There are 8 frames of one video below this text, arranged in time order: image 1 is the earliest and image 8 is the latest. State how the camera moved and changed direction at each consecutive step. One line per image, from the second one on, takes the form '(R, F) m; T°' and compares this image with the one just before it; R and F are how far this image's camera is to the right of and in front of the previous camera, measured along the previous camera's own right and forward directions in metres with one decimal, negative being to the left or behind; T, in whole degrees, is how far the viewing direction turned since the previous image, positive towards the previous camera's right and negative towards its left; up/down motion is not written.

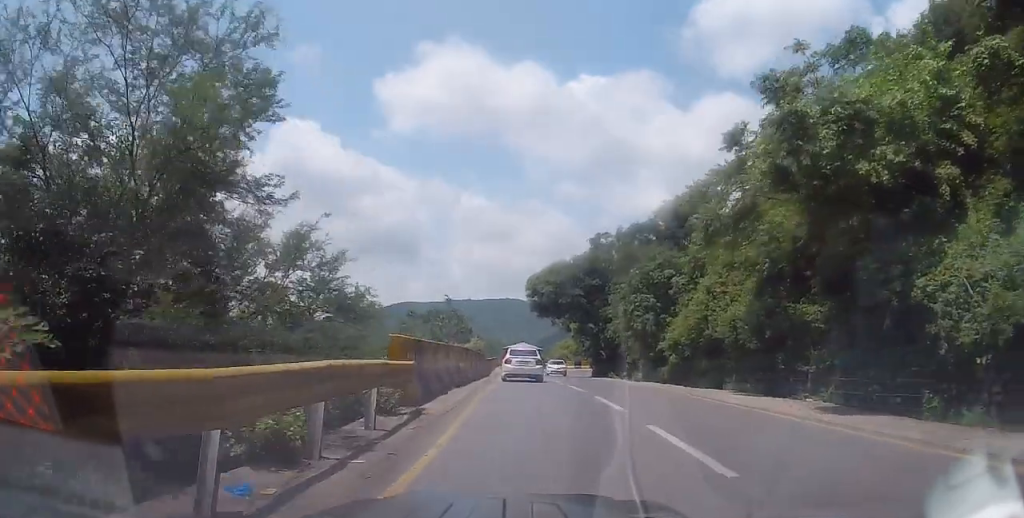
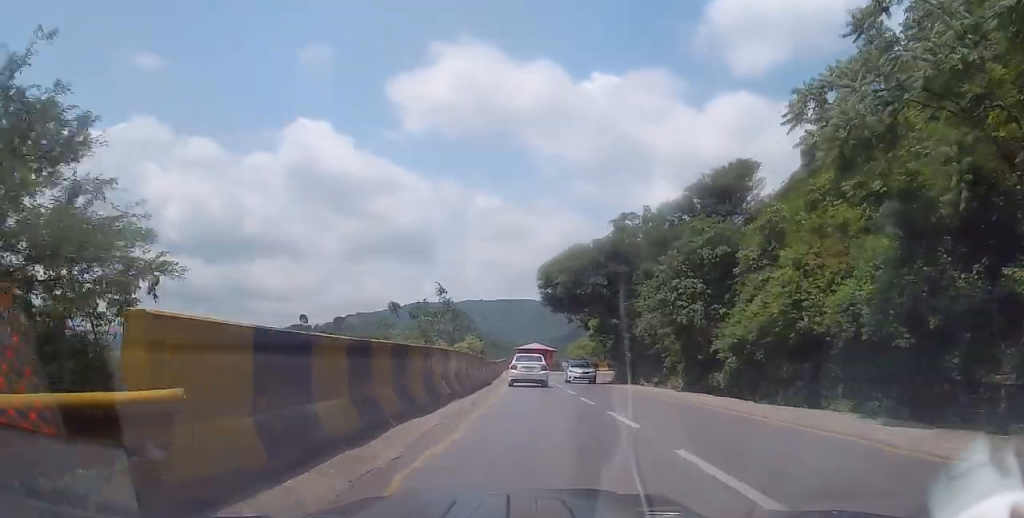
(+0.2, +8.2) m; +1°
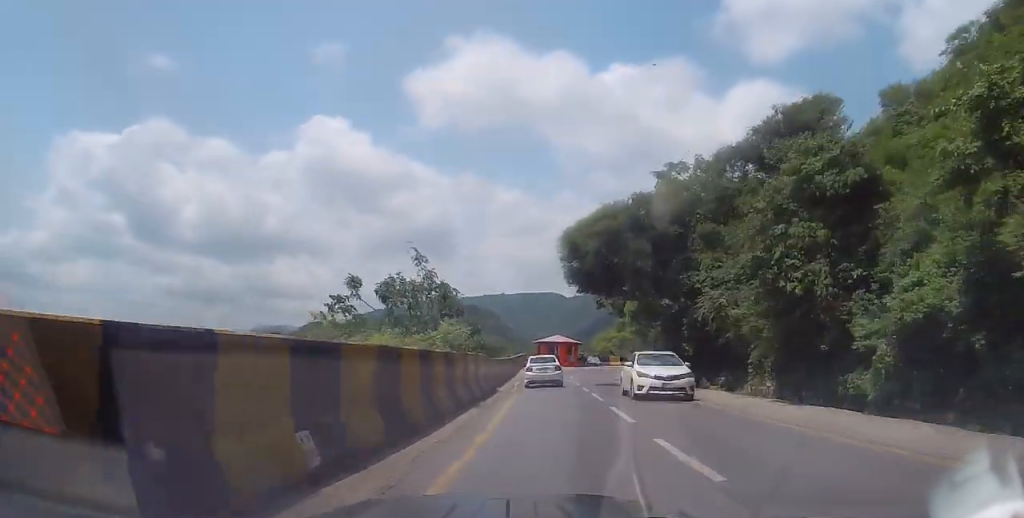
(0.0, +10.4) m; 0°
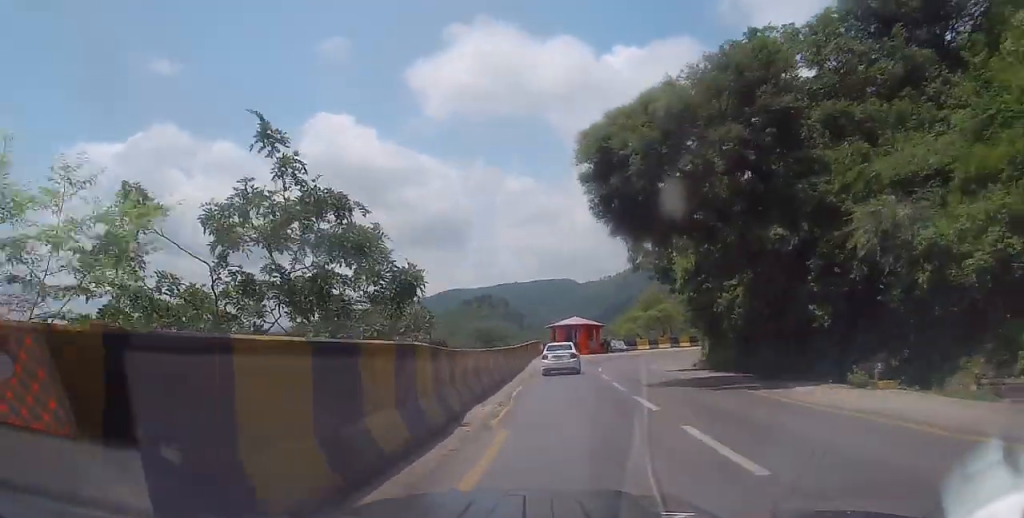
(-0.1, +12.8) m; -3°
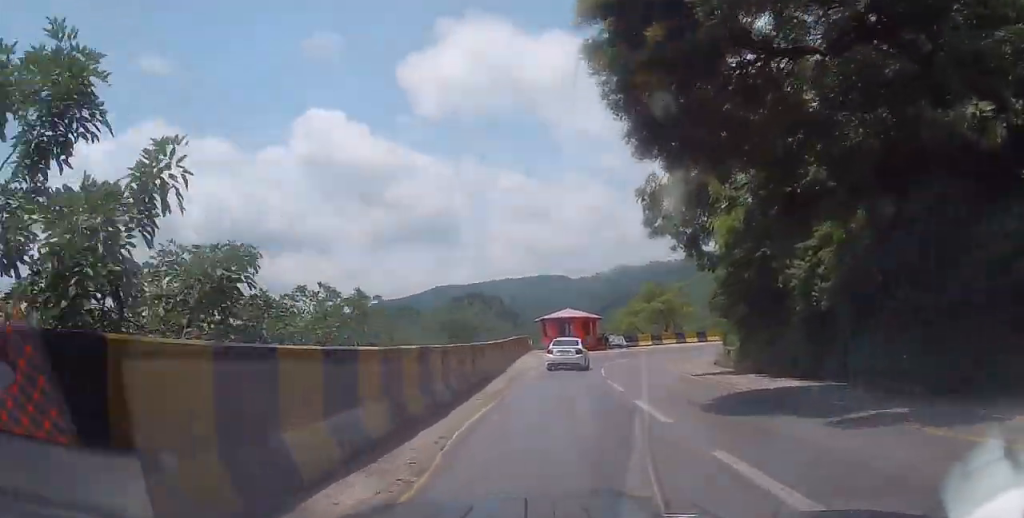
(-0.4, +8.2) m; 0°
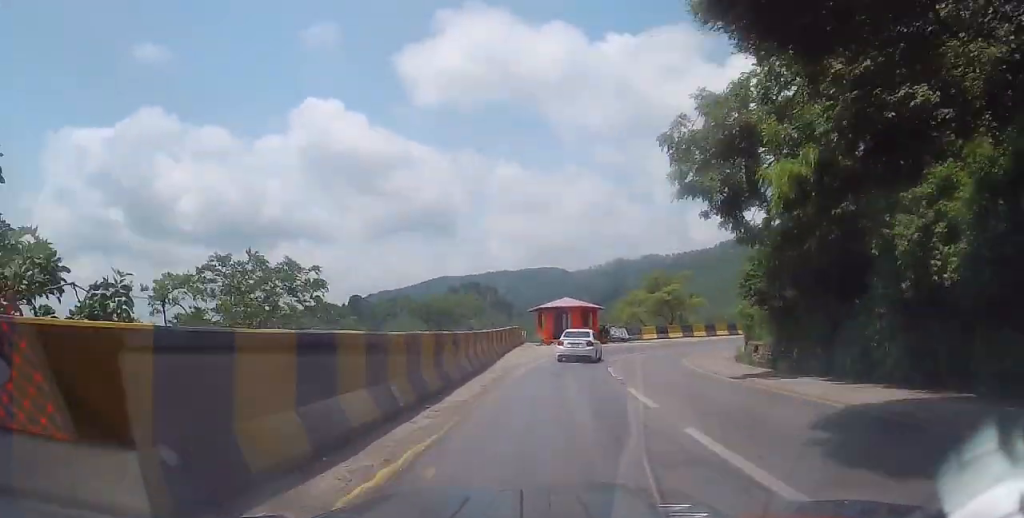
(+0.2, +5.3) m; +1°
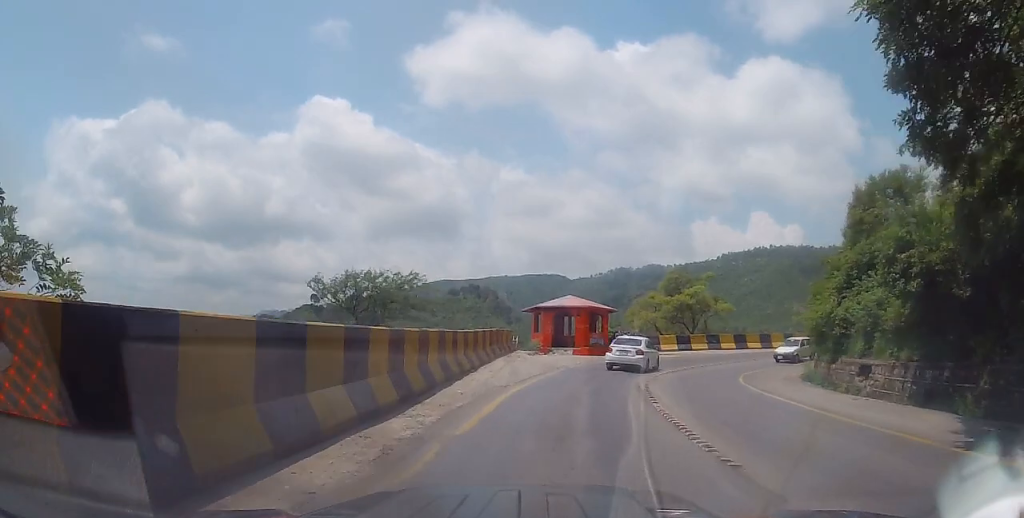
(+0.3, +10.6) m; +2°
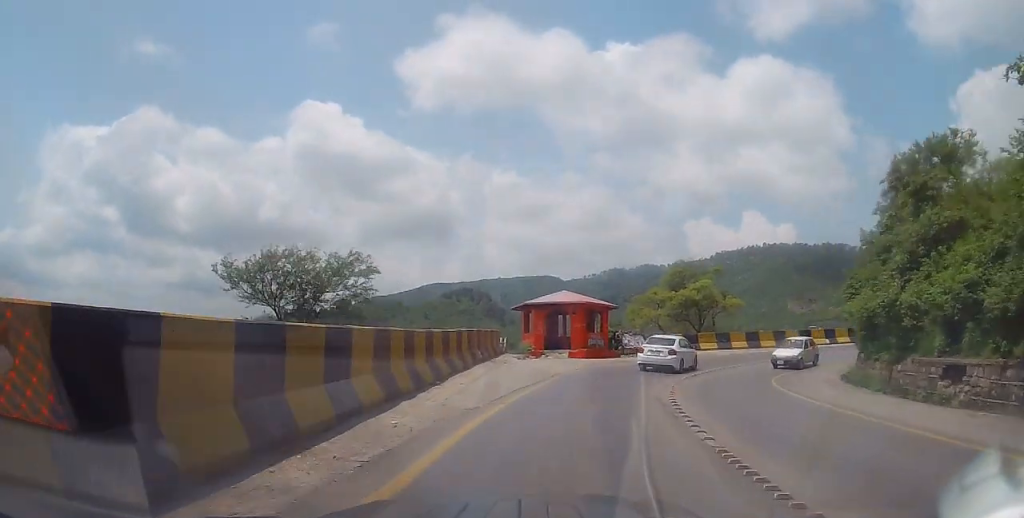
(0.0, +4.9) m; +1°
